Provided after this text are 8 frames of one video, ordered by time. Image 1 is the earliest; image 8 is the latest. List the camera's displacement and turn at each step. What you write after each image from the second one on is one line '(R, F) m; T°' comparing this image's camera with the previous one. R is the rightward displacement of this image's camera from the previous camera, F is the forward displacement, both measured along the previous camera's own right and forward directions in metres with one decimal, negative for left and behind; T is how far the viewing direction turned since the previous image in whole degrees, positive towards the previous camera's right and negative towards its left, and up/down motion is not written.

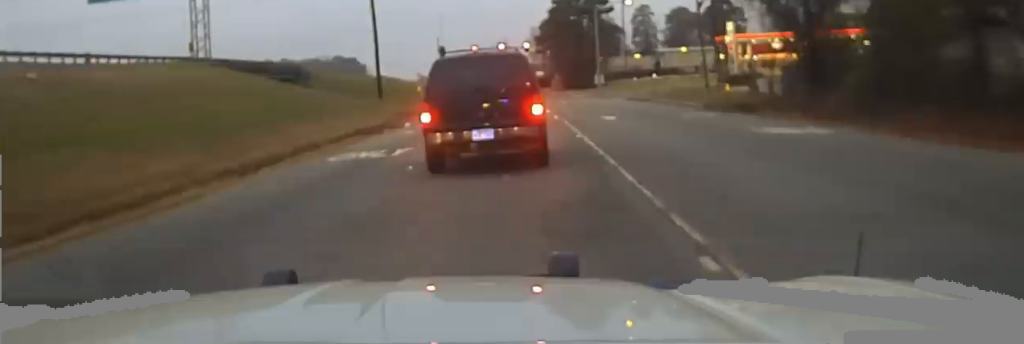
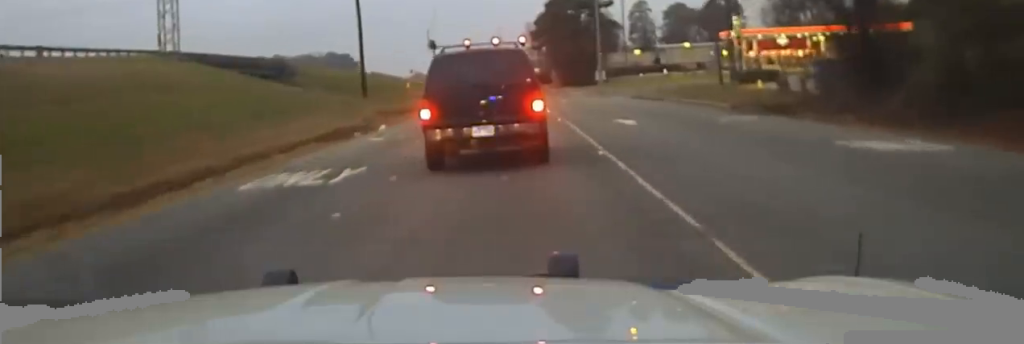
(-0.3, +6.9) m; -1°
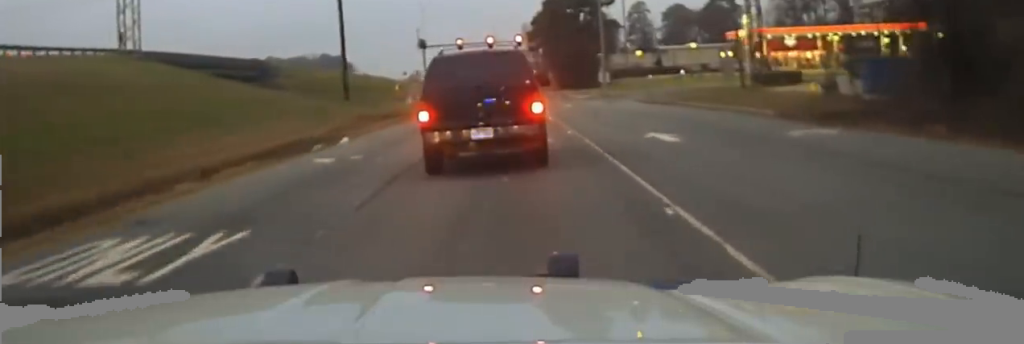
(-0.1, +7.3) m; -1°
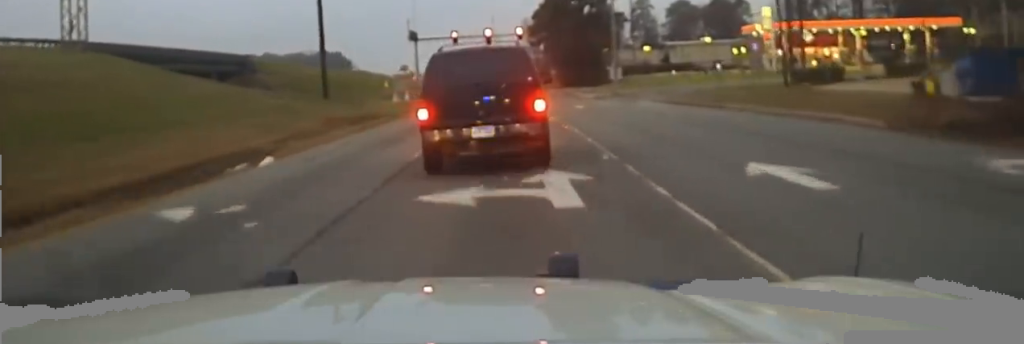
(0.0, +8.6) m; +1°
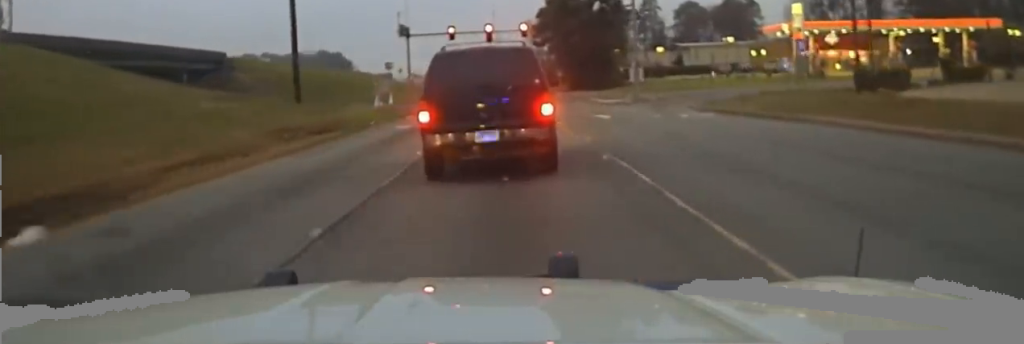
(+0.2, +10.2) m; +1°
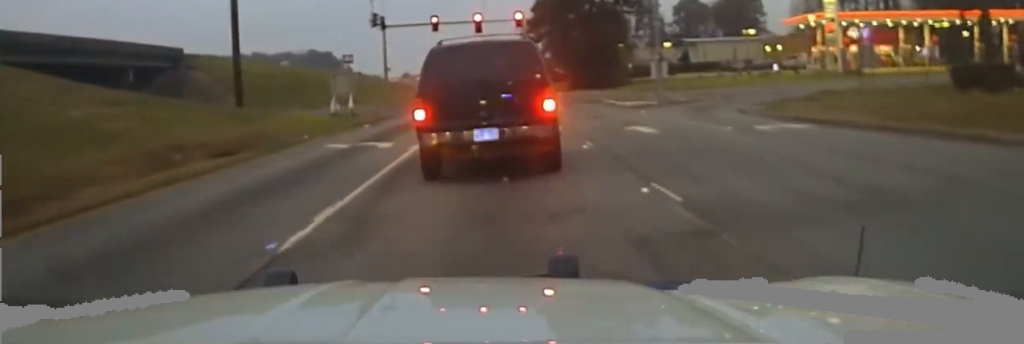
(+0.1, +12.4) m; 0°
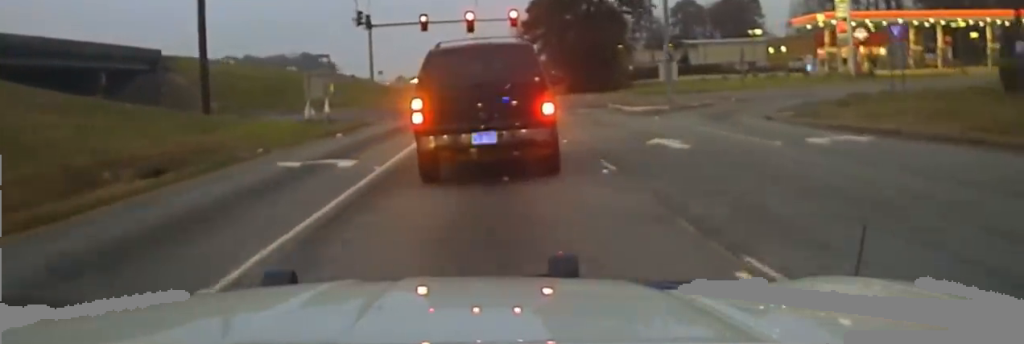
(0.0, +4.6) m; +1°
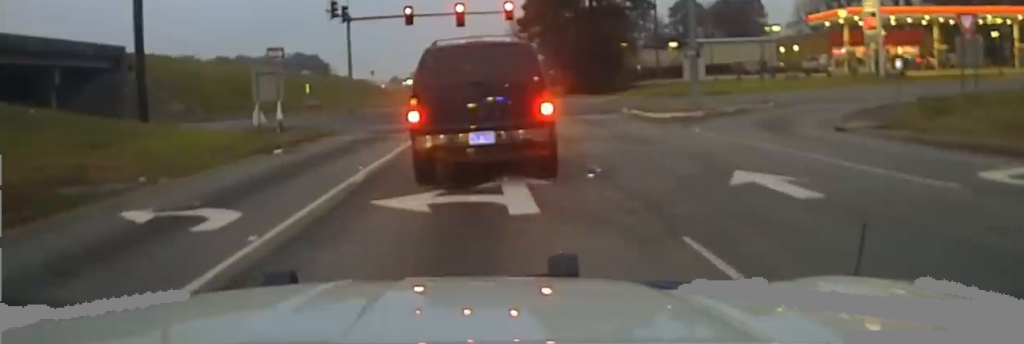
(+0.1, +7.0) m; +2°
